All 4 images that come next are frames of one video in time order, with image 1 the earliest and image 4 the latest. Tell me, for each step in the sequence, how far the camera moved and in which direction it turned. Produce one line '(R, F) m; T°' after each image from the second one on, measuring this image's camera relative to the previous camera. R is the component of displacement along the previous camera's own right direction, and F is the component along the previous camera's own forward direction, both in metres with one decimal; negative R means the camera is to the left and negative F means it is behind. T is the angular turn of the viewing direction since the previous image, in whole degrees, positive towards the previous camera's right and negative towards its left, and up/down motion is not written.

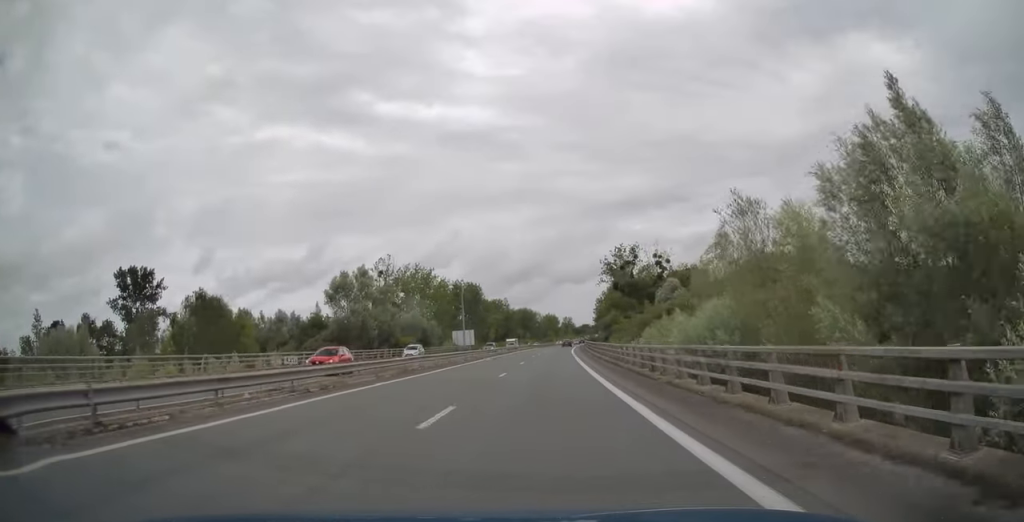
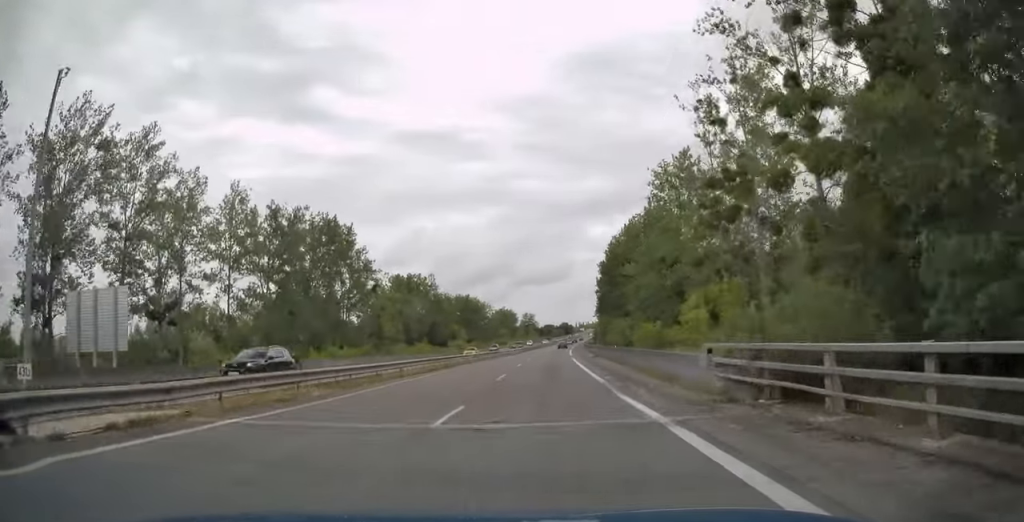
(+3.9, +107.8) m; +4°
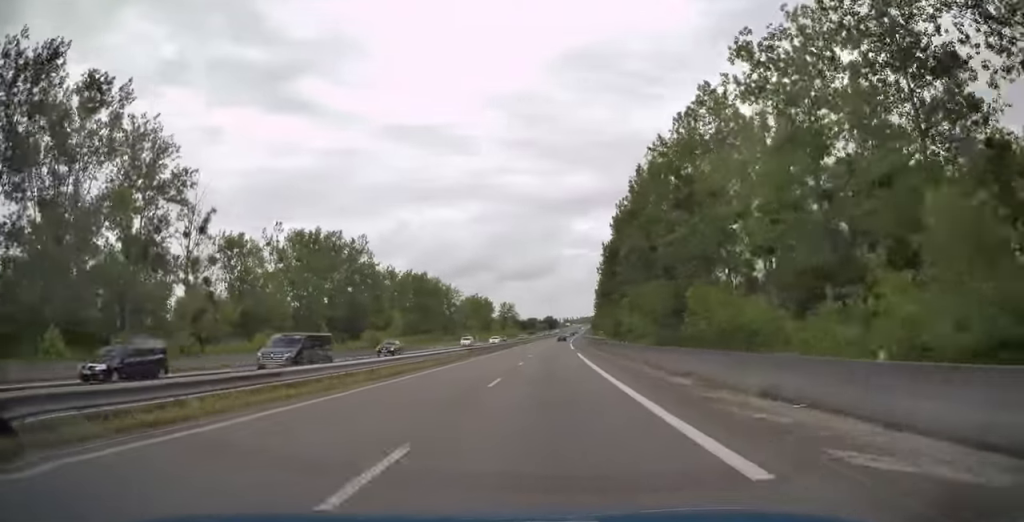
(+0.9, +58.0) m; +2°
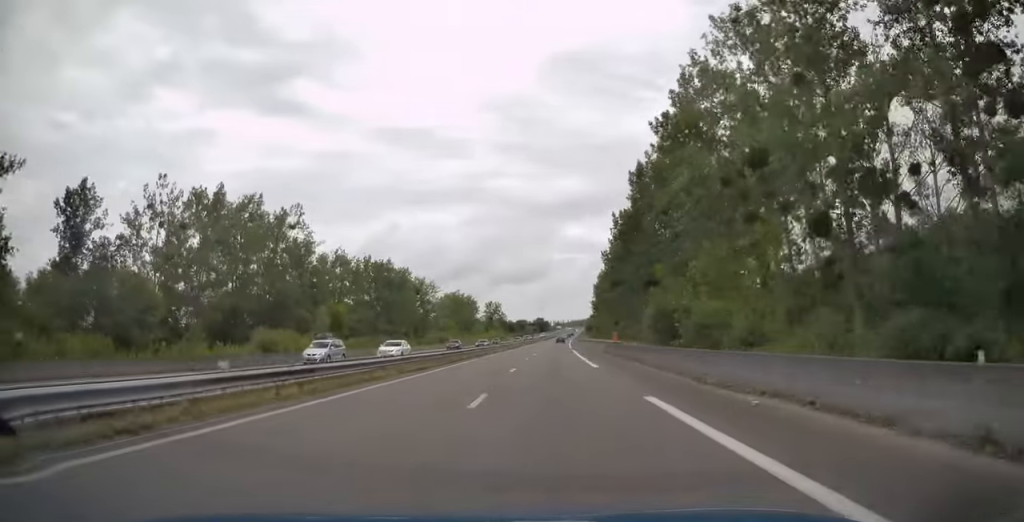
(+0.4, +31.7) m; +1°
